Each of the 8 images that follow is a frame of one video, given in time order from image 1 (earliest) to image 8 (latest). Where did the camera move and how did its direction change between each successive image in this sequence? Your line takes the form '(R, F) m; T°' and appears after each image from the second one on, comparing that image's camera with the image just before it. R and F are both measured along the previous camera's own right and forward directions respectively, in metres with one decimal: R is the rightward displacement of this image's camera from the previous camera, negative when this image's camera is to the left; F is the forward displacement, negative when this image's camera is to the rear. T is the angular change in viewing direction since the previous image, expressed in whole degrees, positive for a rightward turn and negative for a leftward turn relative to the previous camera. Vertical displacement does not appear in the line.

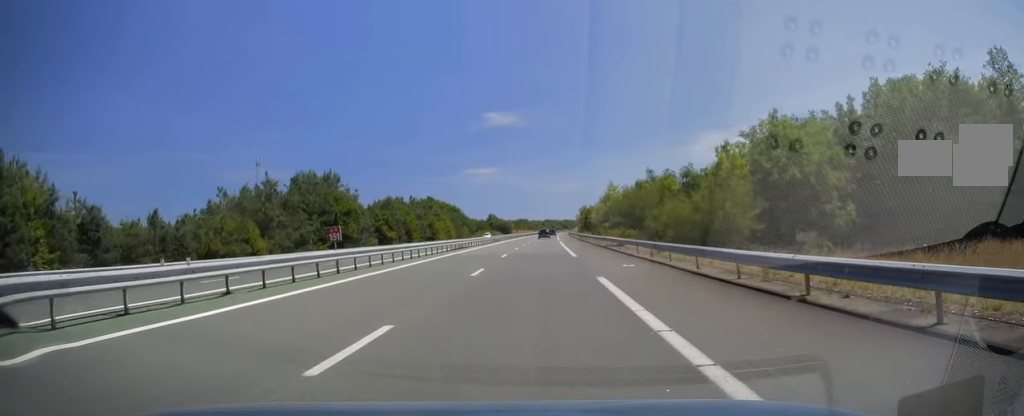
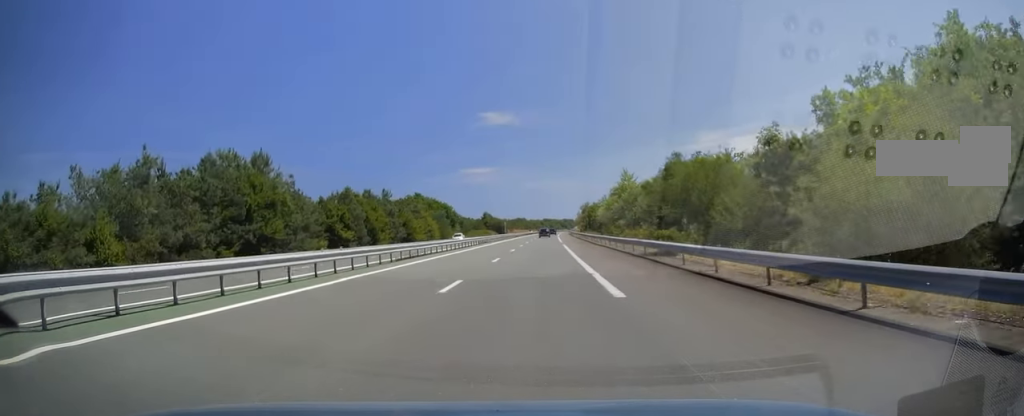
(+0.1, +18.2) m; 0°
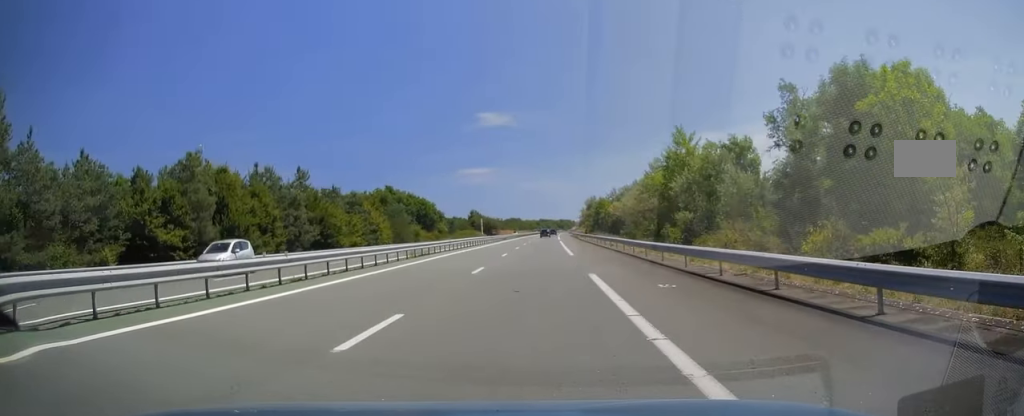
(-0.2, +32.5) m; -1°
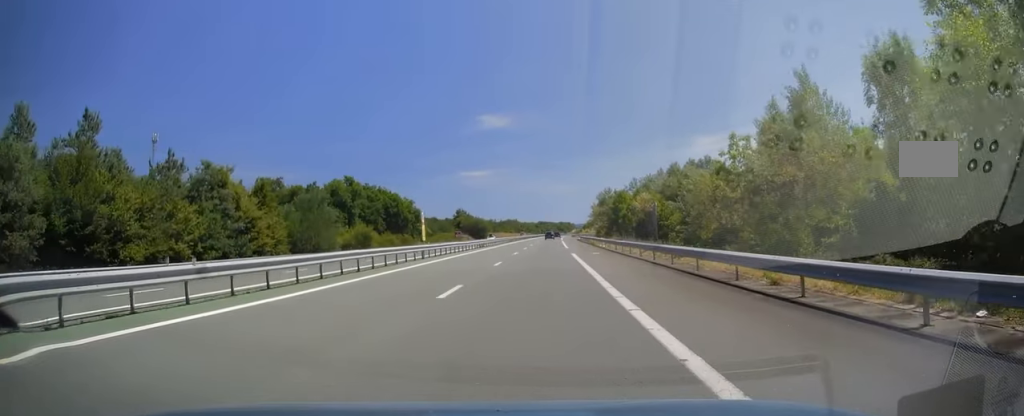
(0.0, +33.0) m; +1°
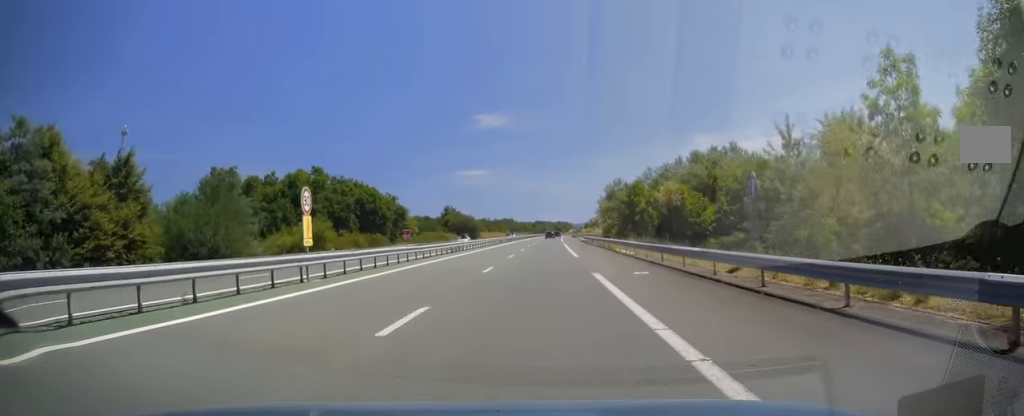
(+0.1, +17.8) m; 0°
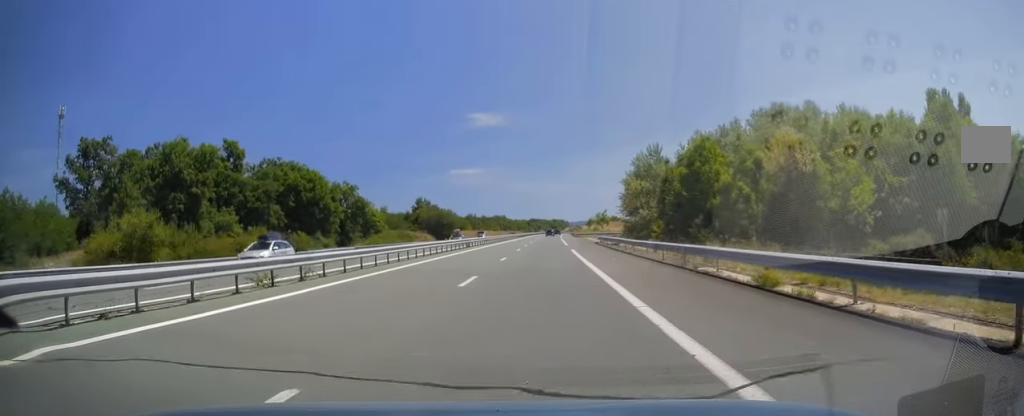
(0.0, +32.0) m; 0°
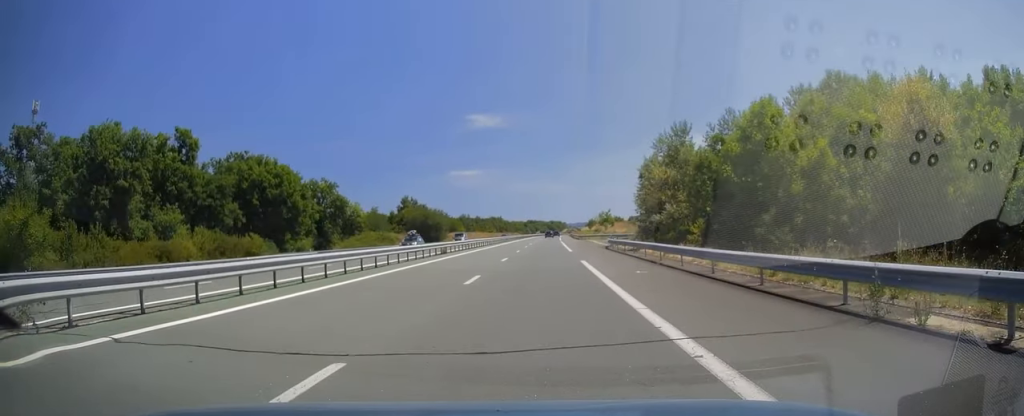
(0.0, +11.8) m; 0°
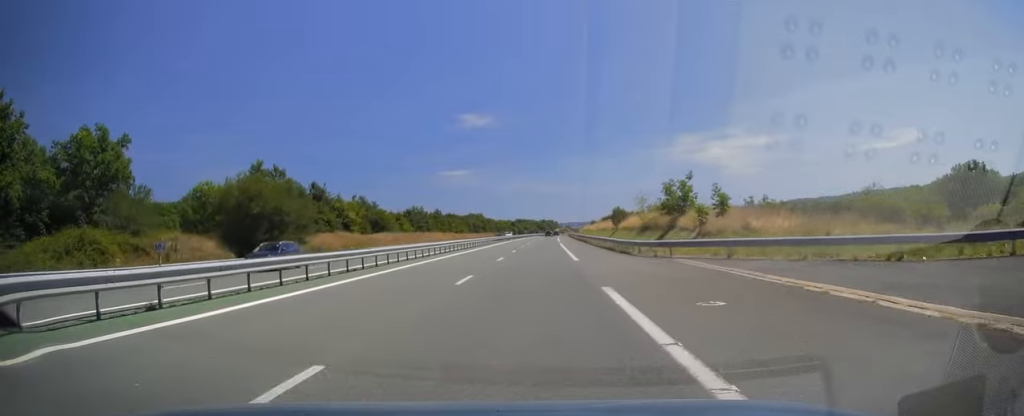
(+1.0, +65.0) m; +1°
